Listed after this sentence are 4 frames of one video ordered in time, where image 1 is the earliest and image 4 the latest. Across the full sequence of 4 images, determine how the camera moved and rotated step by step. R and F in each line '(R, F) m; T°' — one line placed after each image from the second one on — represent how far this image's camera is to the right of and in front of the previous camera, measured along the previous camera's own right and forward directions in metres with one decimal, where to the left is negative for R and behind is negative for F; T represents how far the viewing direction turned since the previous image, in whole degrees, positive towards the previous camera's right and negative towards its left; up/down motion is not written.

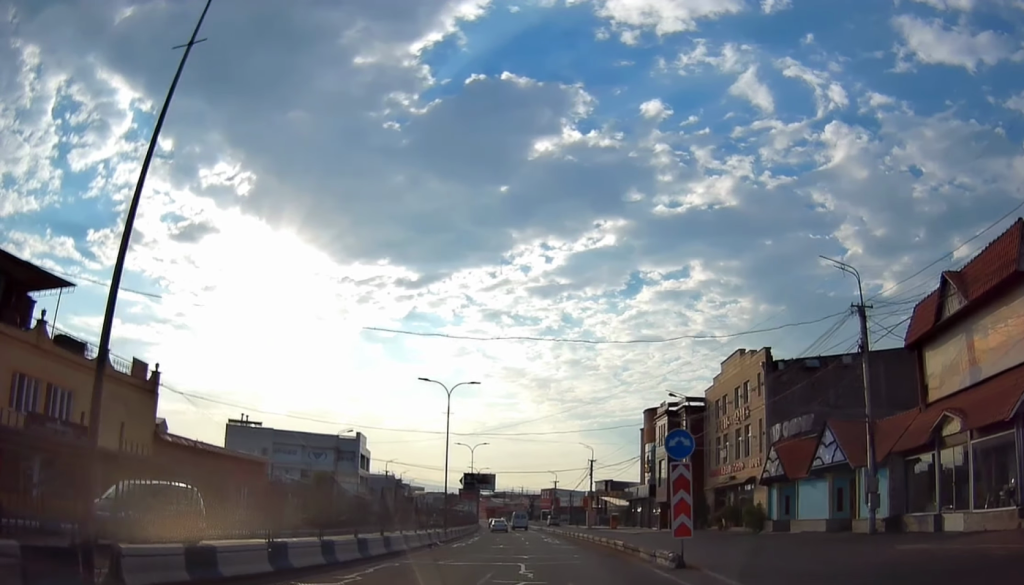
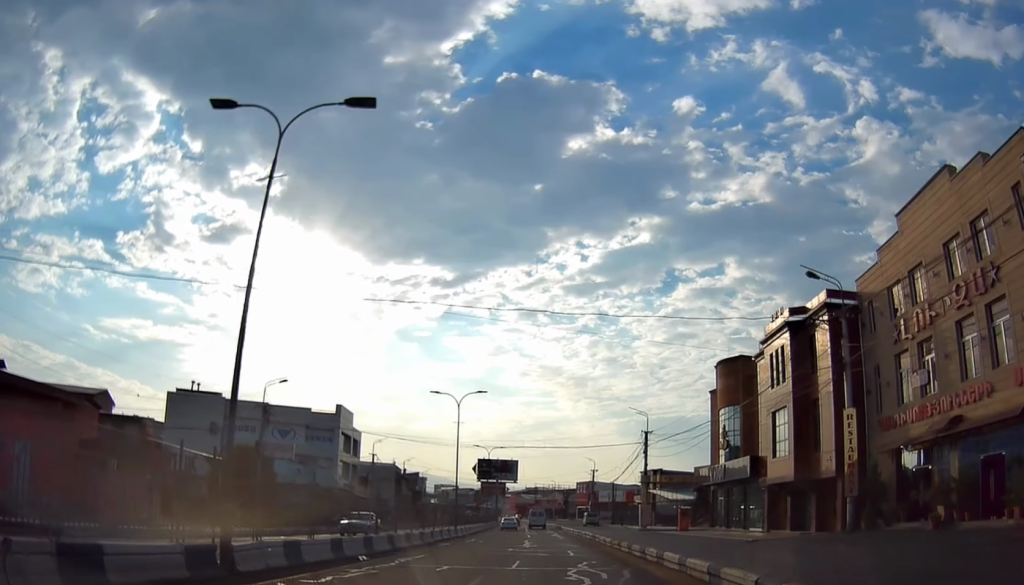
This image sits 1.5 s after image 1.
(-0.7, +27.4) m; -3°
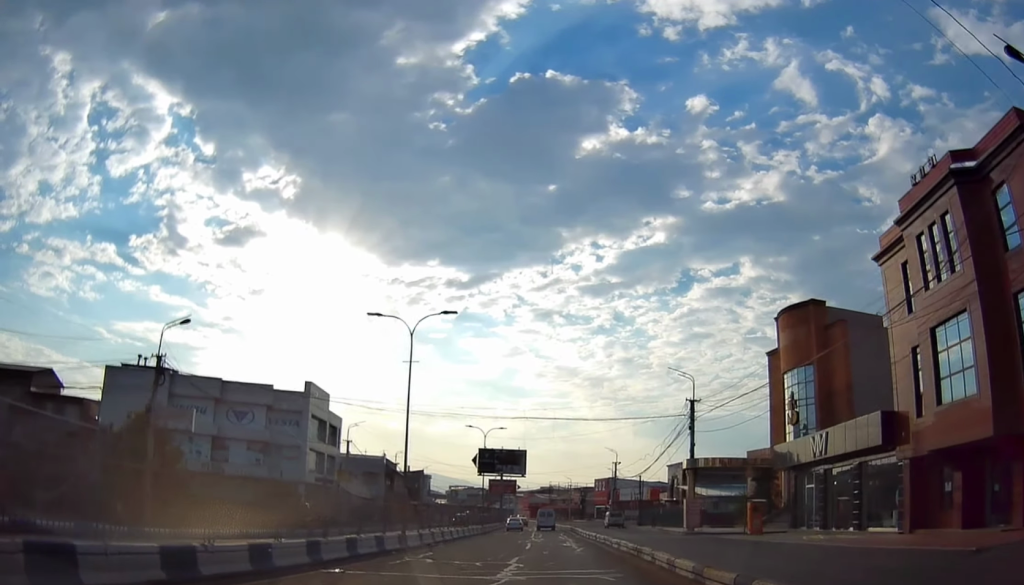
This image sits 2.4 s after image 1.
(-0.1, +16.7) m; 0°
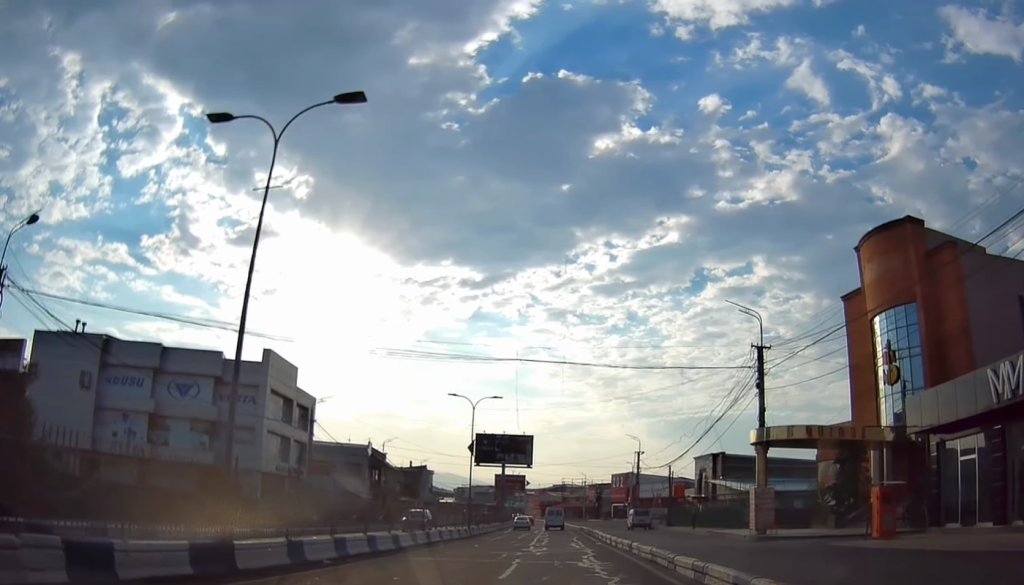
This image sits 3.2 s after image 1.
(0.0, +14.5) m; -1°
